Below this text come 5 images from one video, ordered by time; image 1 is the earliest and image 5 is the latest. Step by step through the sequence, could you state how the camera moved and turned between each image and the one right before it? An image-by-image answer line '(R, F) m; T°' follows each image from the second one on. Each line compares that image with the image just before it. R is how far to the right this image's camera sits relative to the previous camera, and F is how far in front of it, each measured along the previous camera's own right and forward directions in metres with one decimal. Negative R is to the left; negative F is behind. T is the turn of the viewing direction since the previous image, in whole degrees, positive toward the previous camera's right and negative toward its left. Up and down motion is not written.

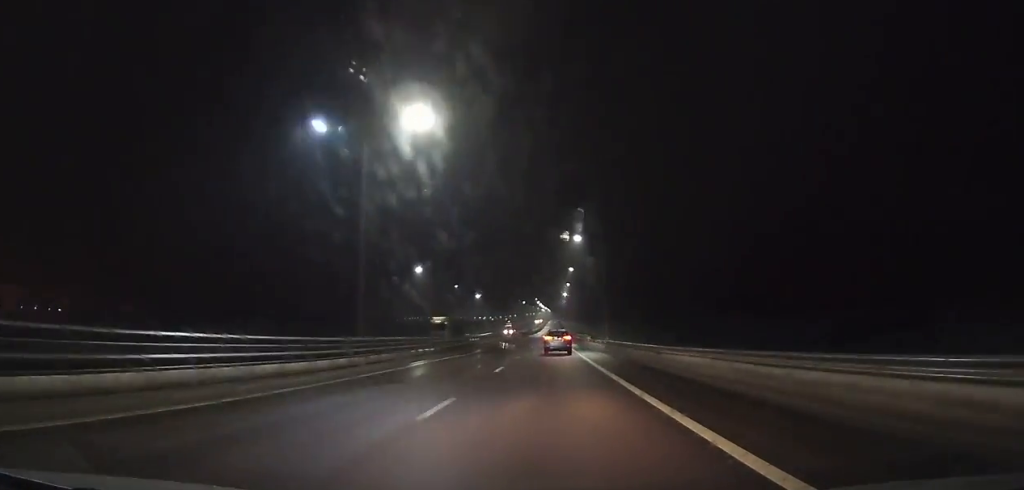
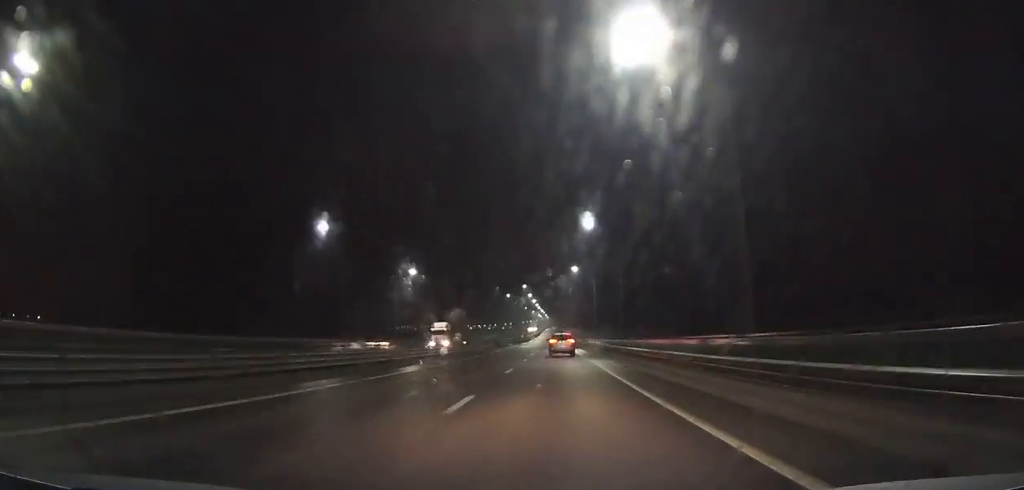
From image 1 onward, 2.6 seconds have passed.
(0.0, +70.1) m; 0°
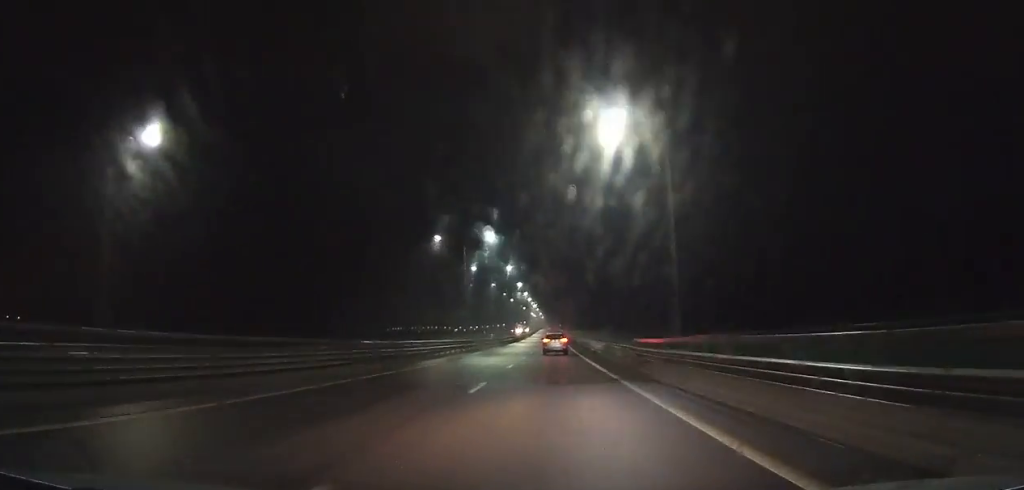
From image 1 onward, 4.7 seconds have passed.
(+0.2, +56.2) m; 0°
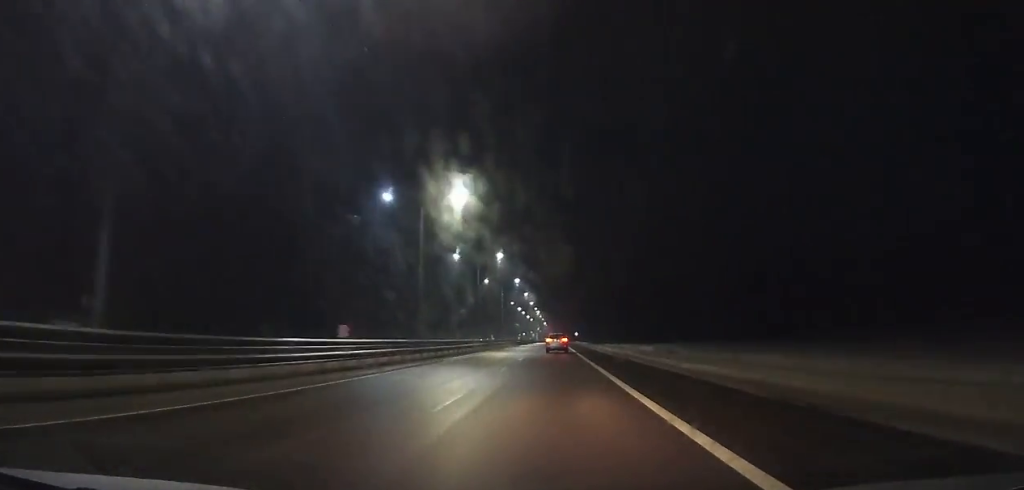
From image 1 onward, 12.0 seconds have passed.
(-0.1, +193.5) m; -1°
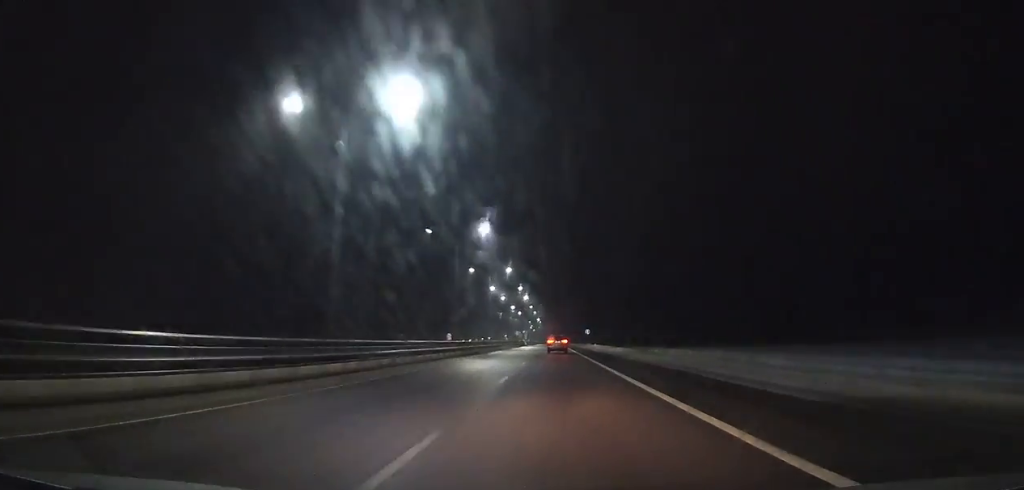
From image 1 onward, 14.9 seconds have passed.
(0.0, +75.6) m; 0°
